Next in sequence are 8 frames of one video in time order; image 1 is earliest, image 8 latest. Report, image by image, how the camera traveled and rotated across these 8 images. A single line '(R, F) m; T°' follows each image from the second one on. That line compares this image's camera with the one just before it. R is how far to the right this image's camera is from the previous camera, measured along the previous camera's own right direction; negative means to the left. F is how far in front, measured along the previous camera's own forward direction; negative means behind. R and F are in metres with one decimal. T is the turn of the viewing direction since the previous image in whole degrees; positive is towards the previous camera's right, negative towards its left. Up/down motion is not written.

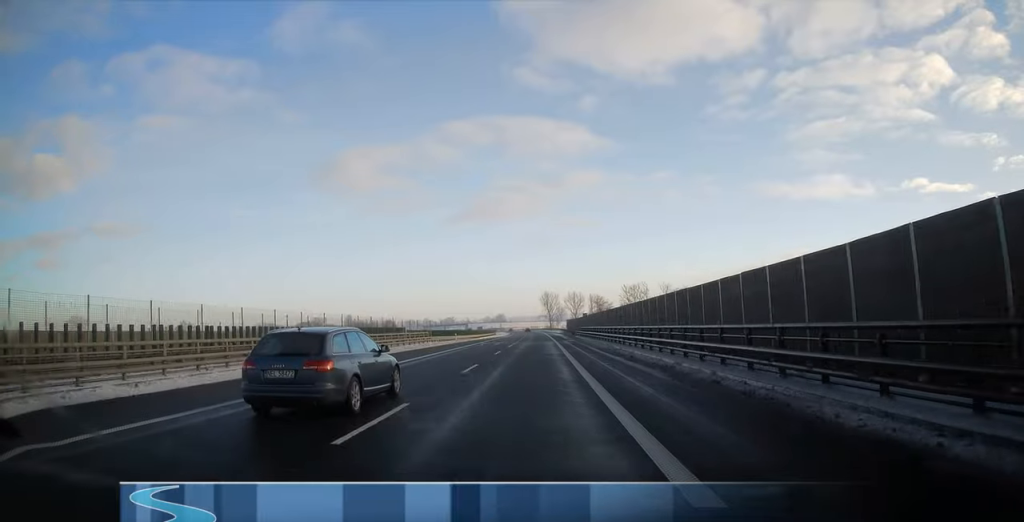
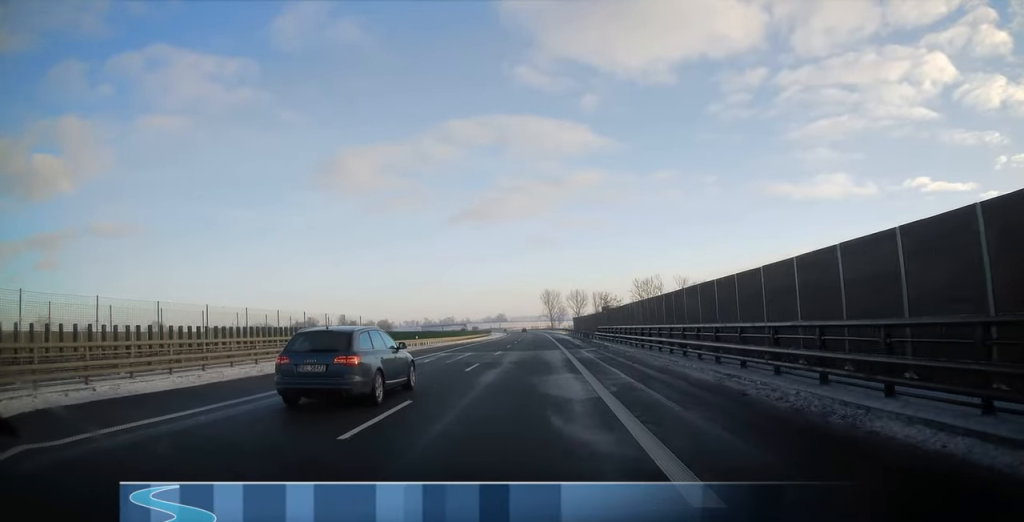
(0.0, +23.5) m; 0°
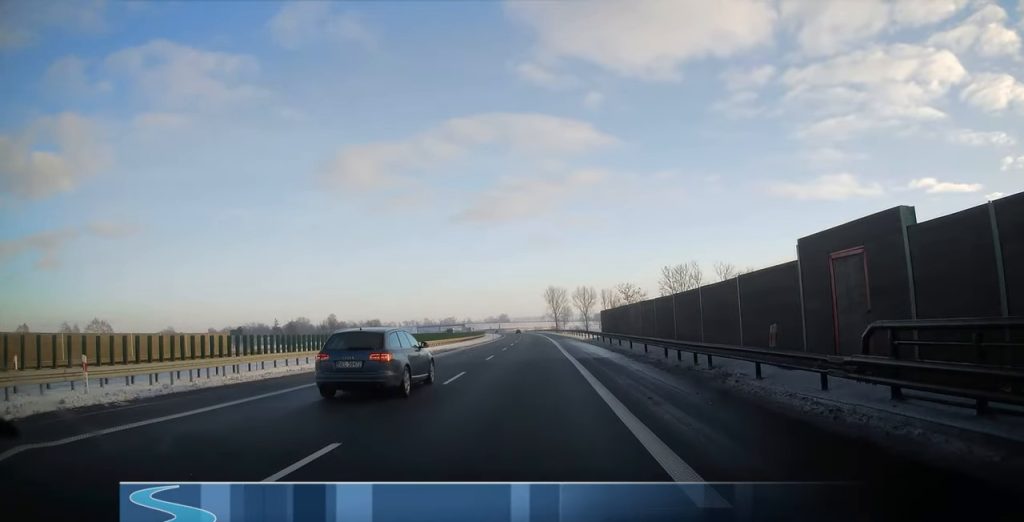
(0.0, +40.2) m; -1°
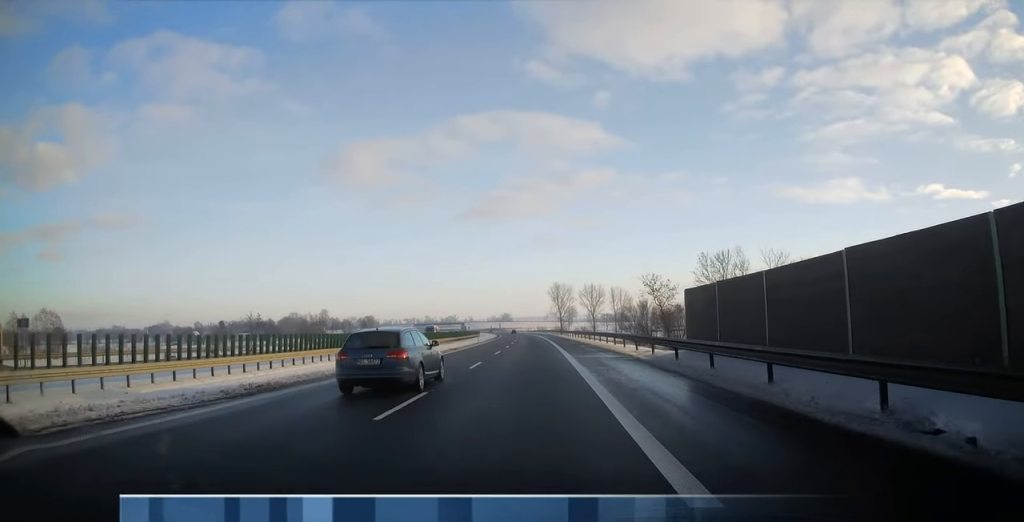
(-0.3, +29.9) m; 0°
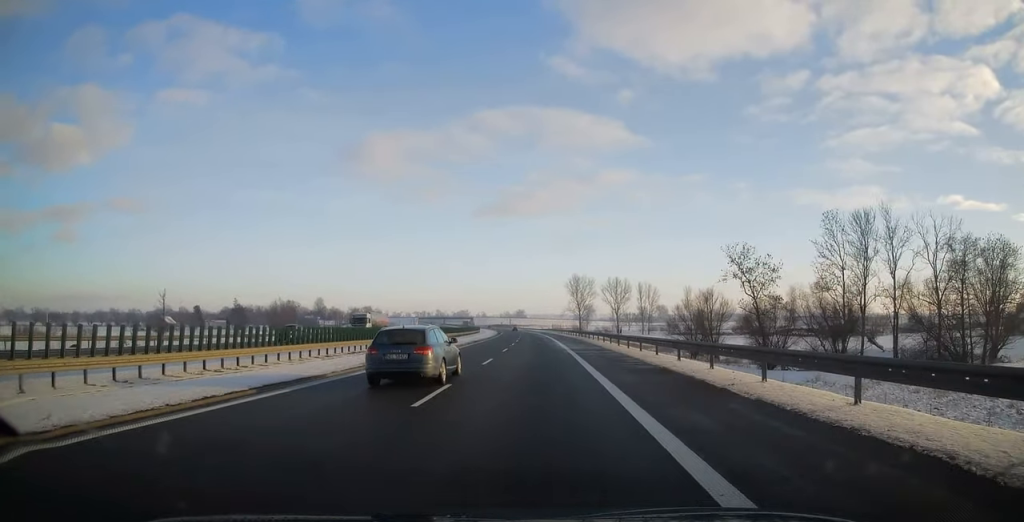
(0.0, +46.5) m; -1°
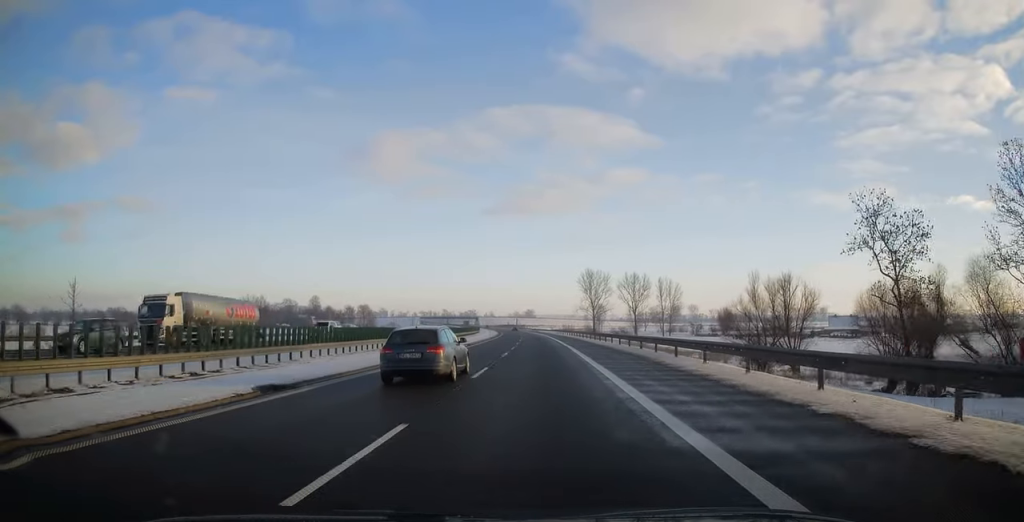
(-0.4, +29.9) m; -1°
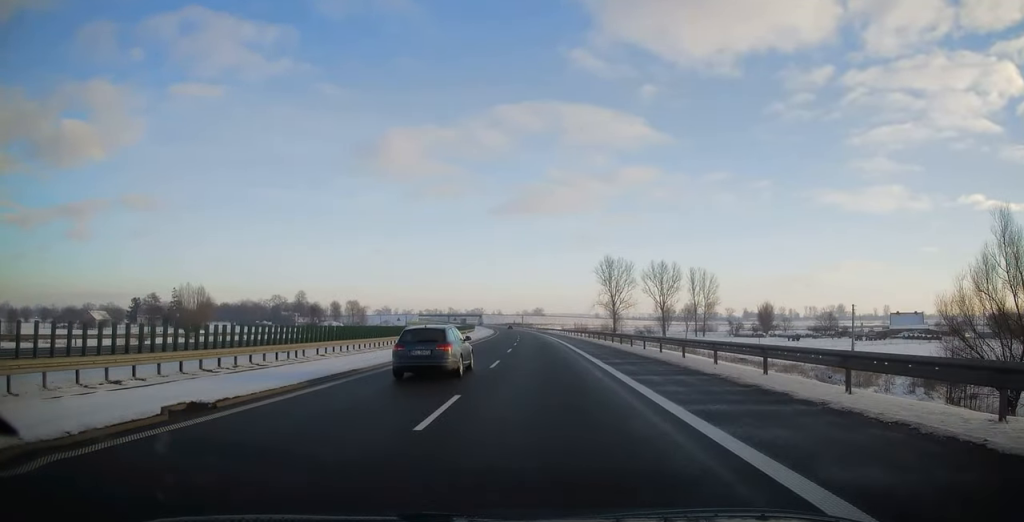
(-0.4, +44.3) m; -1°
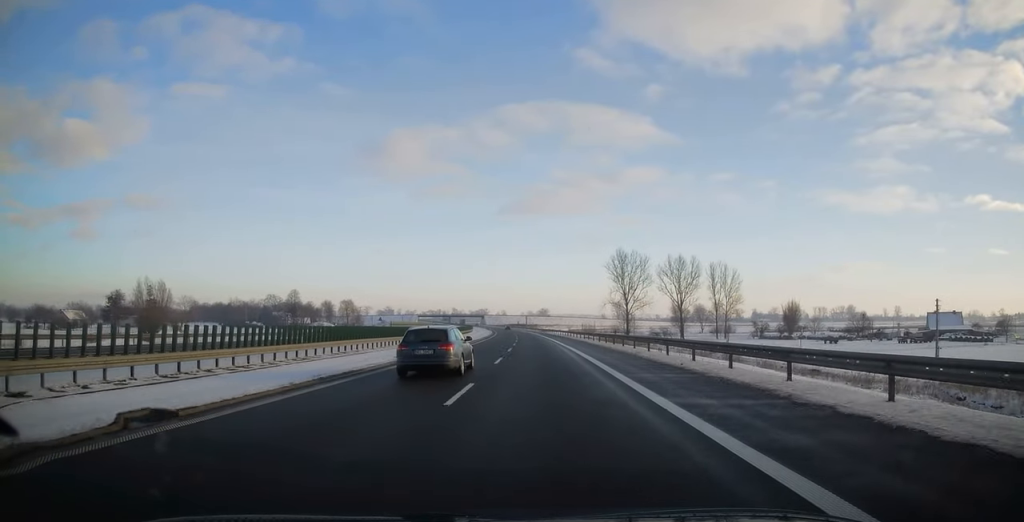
(+0.1, +21.4) m; 0°
